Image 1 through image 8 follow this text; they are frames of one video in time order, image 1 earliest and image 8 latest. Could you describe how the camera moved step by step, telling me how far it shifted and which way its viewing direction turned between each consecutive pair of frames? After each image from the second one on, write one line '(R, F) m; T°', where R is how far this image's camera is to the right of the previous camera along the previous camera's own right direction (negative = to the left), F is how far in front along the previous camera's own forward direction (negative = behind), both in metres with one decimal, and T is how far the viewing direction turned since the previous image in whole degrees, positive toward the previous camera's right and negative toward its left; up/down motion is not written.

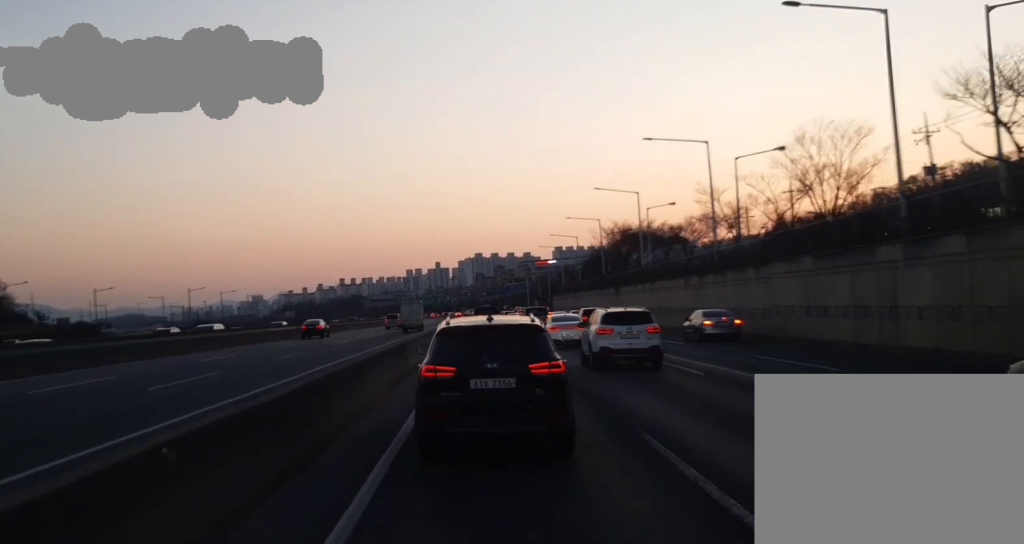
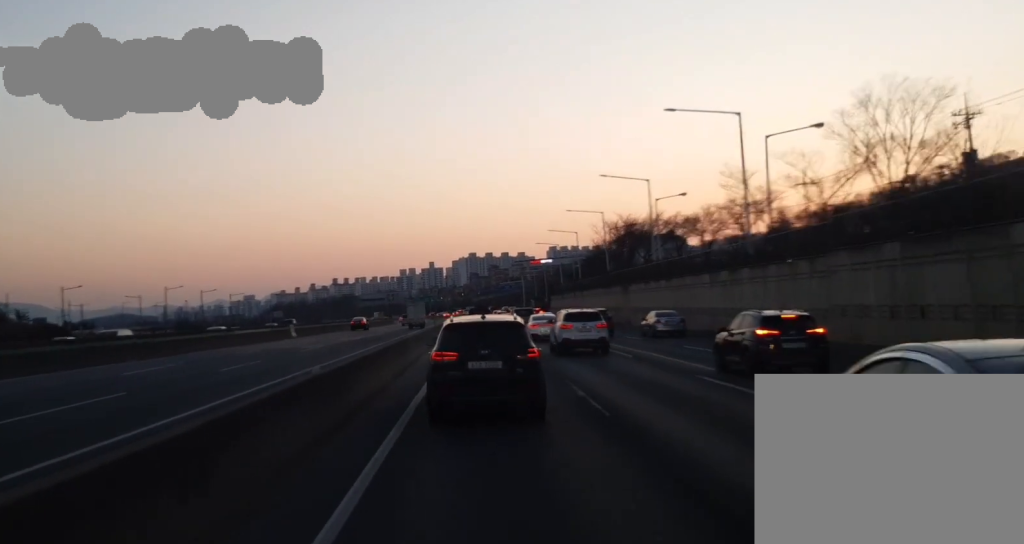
(-0.1, +6.7) m; 0°
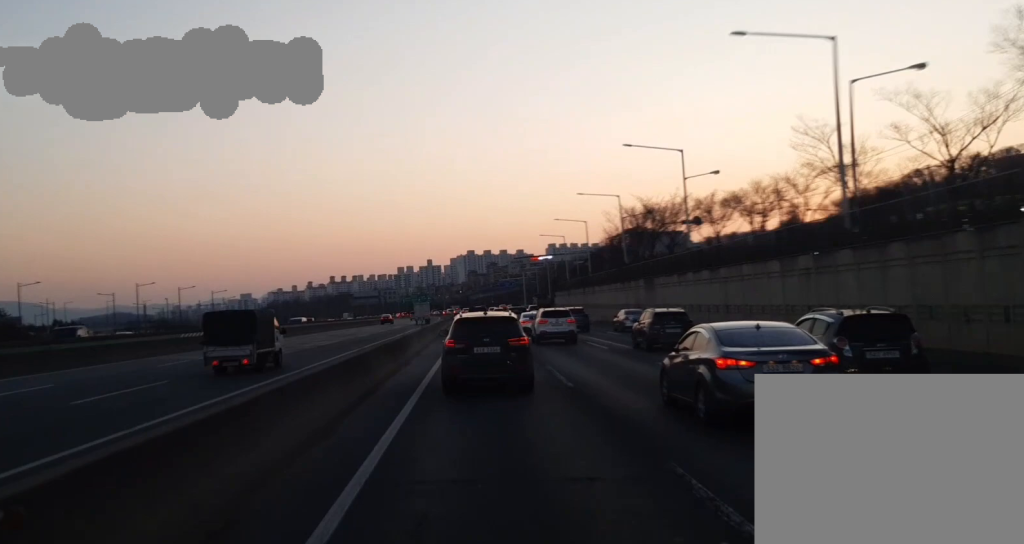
(+0.3, +10.0) m; +1°
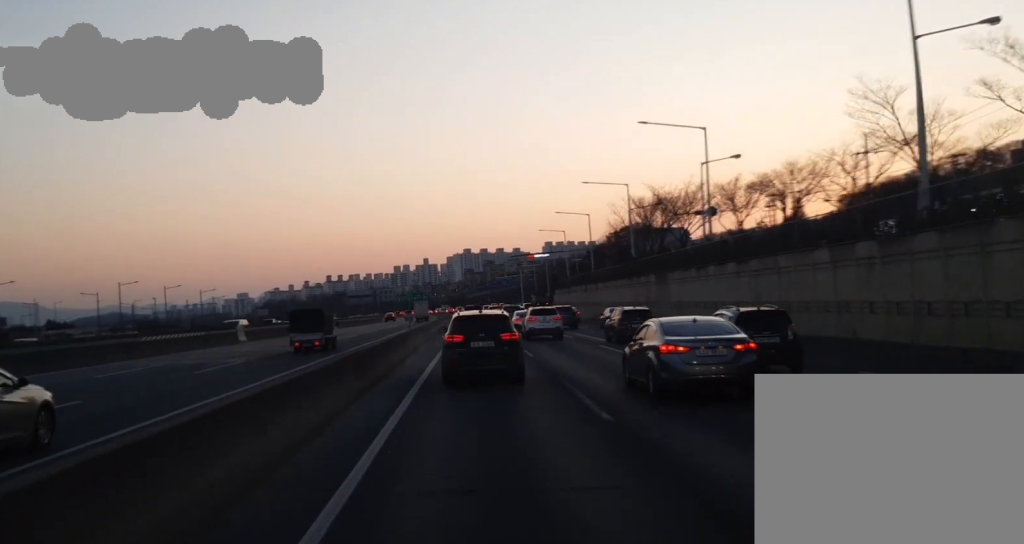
(-0.2, +5.7) m; 0°
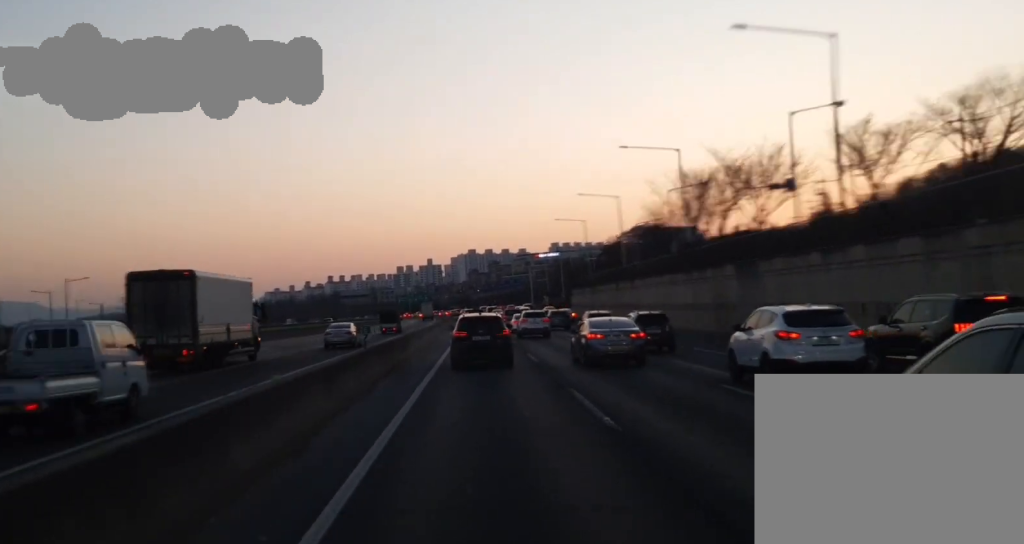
(+0.5, +17.5) m; +4°
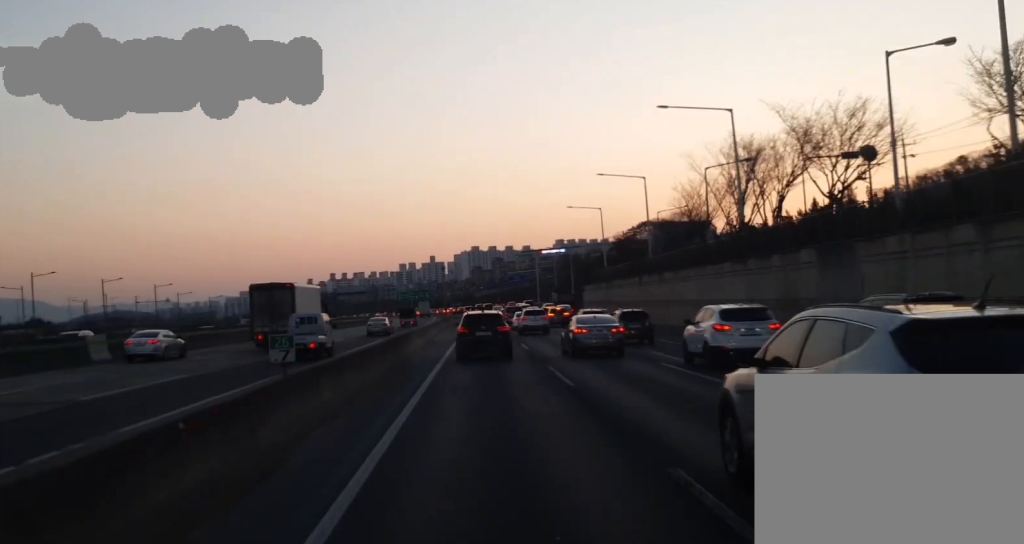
(+0.2, +10.3) m; 0°
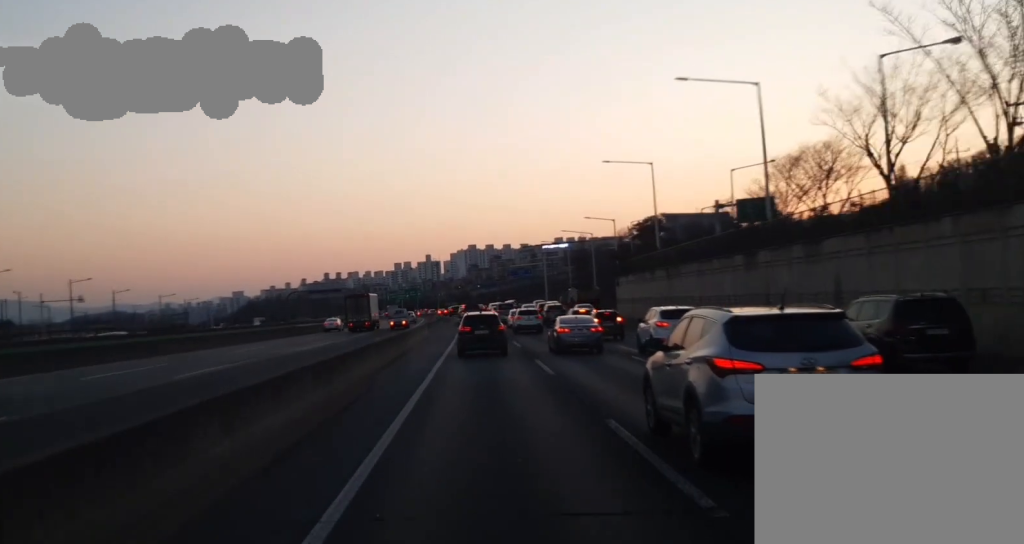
(-0.4, +28.3) m; -1°
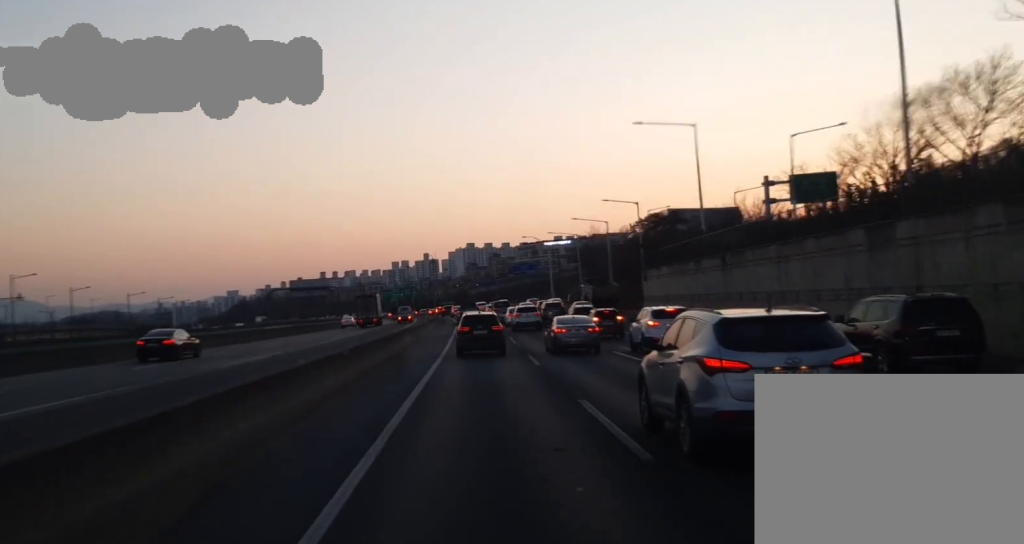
(0.0, +13.4) m; 0°
